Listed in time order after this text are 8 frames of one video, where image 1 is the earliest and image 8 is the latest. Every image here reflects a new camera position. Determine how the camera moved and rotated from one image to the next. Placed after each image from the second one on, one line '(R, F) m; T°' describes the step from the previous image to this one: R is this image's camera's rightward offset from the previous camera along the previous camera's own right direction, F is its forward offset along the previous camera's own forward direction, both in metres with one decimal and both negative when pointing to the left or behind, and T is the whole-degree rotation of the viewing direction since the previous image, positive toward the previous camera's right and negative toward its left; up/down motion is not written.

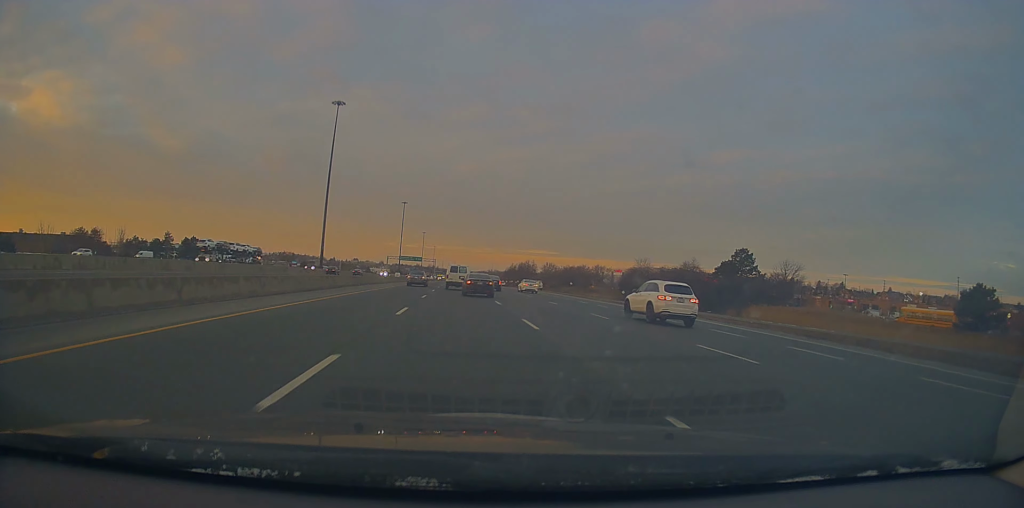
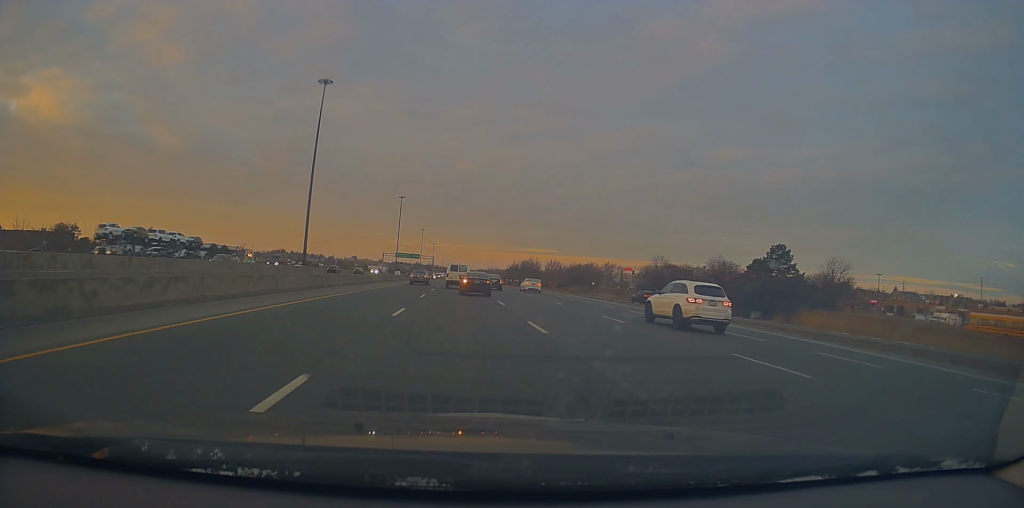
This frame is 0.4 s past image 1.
(+0.1, +13.2) m; 0°
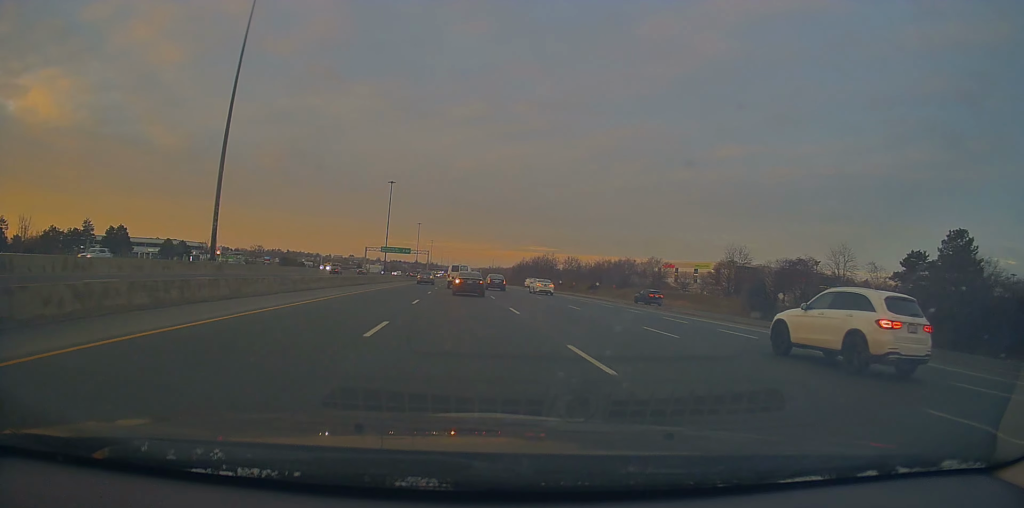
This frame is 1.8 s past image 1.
(-0.4, +40.7) m; -1°
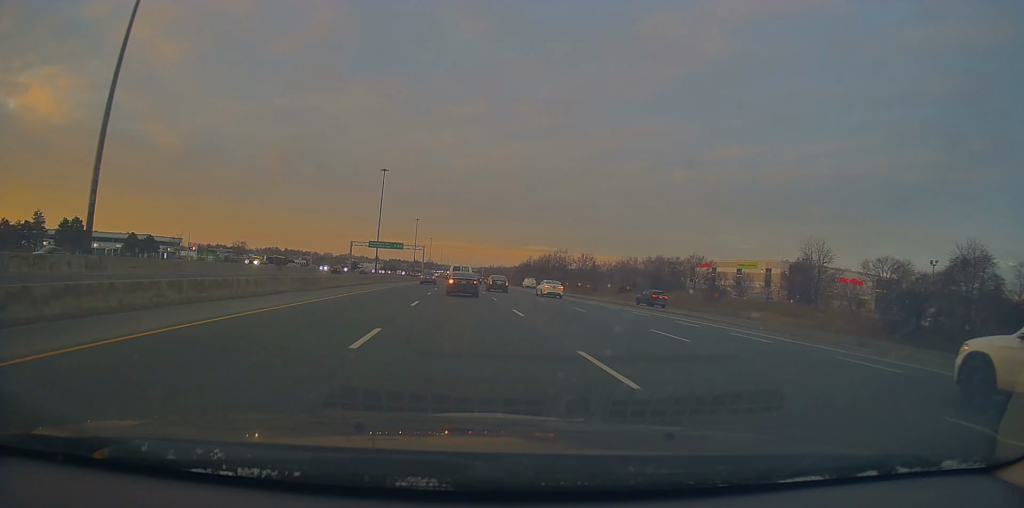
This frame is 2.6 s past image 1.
(-0.2, +24.8) m; 0°
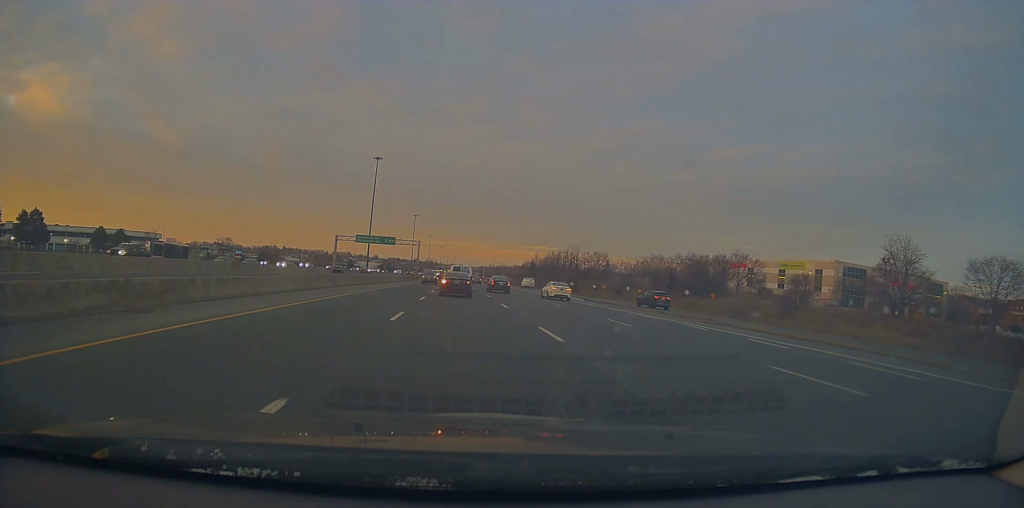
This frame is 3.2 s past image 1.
(+0.3, +18.7) m; 0°
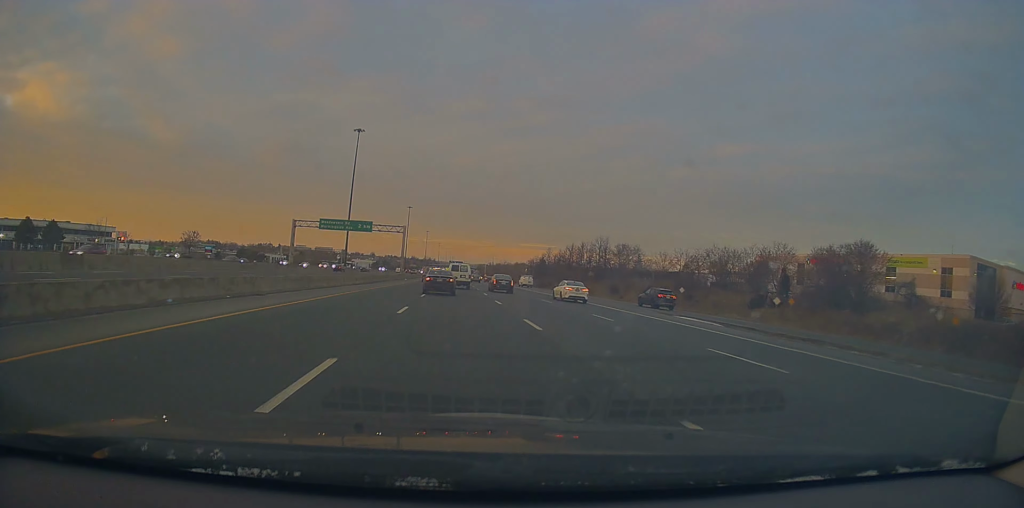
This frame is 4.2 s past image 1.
(-0.2, +33.5) m; 0°
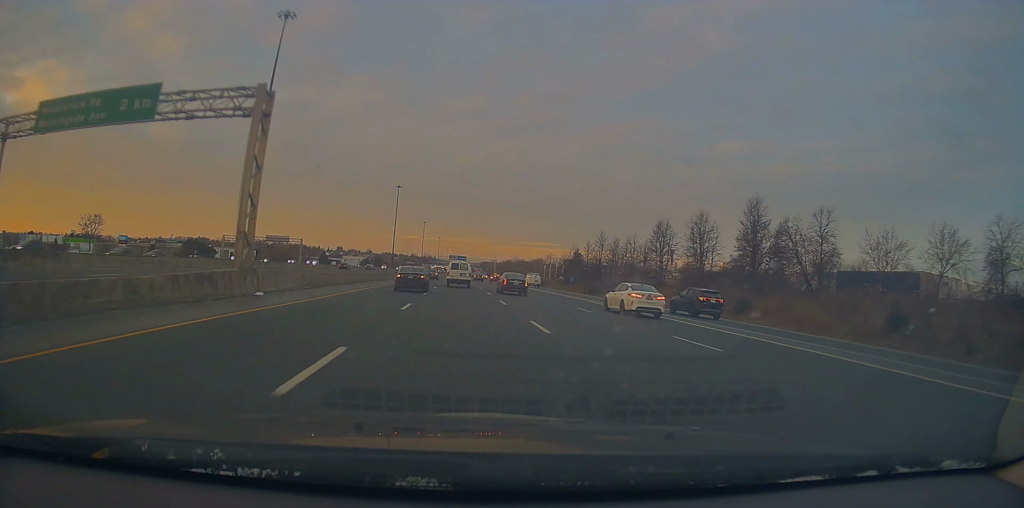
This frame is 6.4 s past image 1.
(-0.2, +69.5) m; 0°
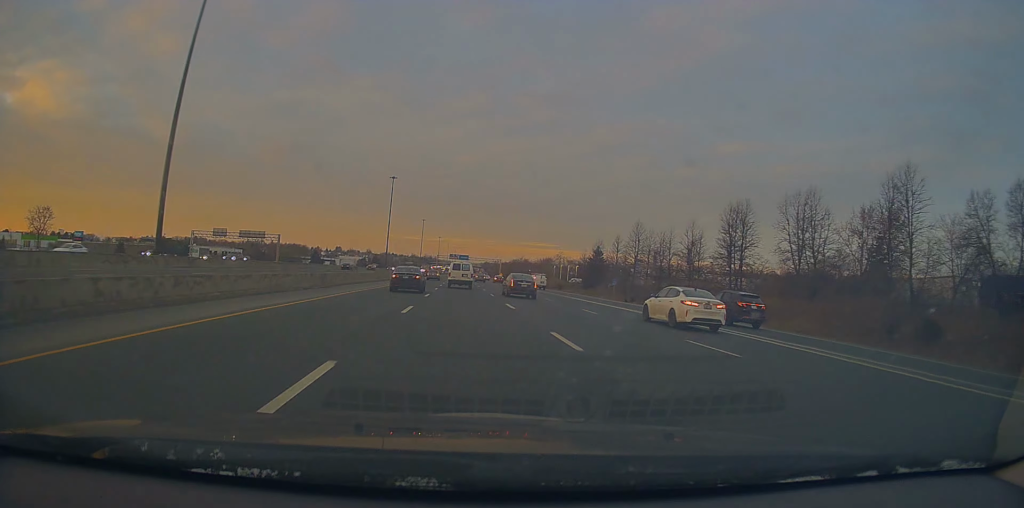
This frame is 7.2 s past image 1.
(+0.6, +25.2) m; -1°
